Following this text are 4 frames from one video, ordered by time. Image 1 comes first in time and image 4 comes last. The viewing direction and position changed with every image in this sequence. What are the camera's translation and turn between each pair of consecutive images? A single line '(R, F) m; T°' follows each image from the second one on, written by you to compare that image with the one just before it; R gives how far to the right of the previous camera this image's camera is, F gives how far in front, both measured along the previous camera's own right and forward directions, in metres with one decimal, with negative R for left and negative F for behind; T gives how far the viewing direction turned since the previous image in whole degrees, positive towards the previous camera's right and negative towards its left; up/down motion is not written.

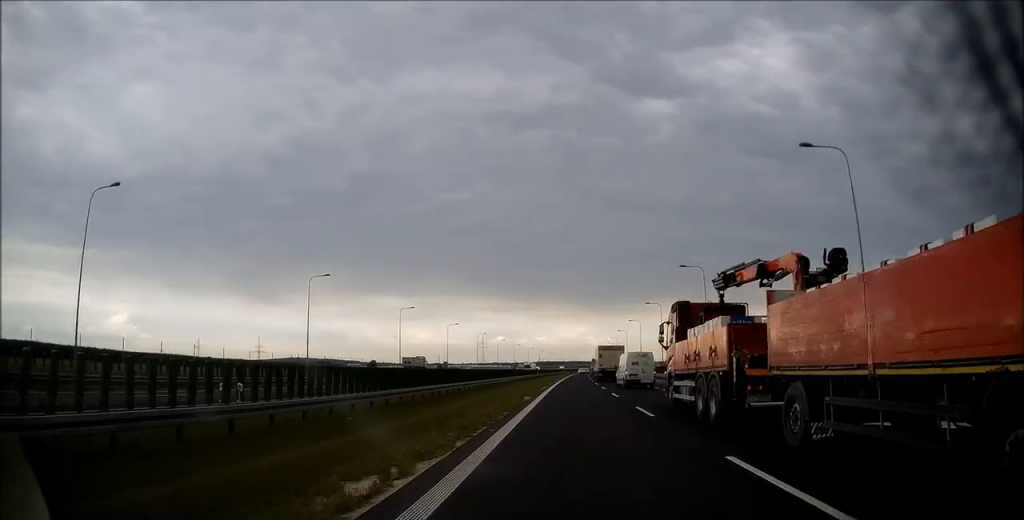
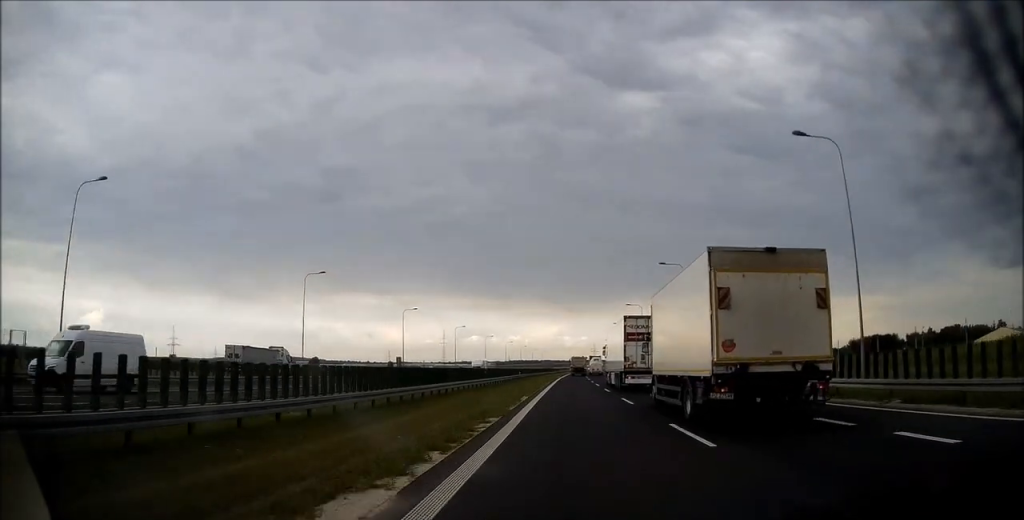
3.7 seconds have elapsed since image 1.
(+2.5, +126.9) m; +2°
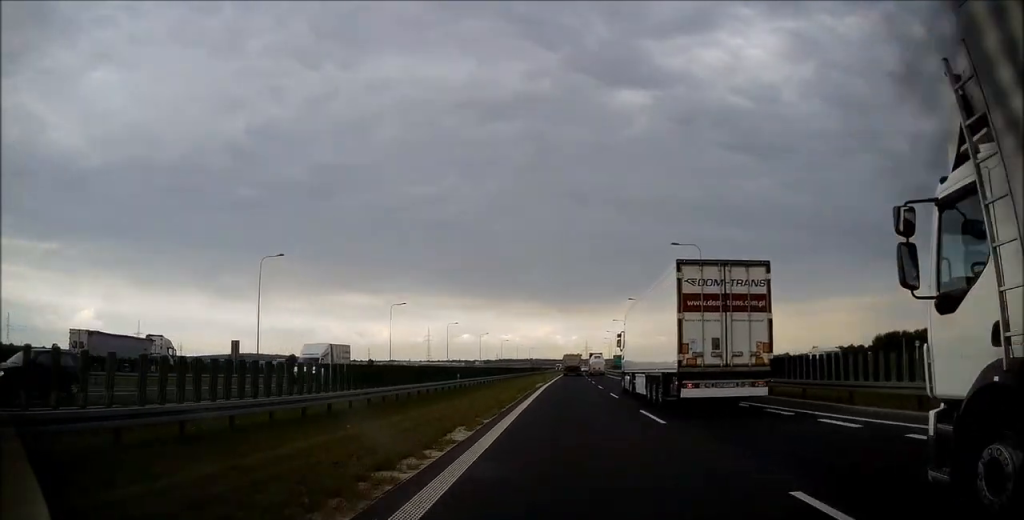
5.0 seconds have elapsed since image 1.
(+0.2, +44.3) m; +1°
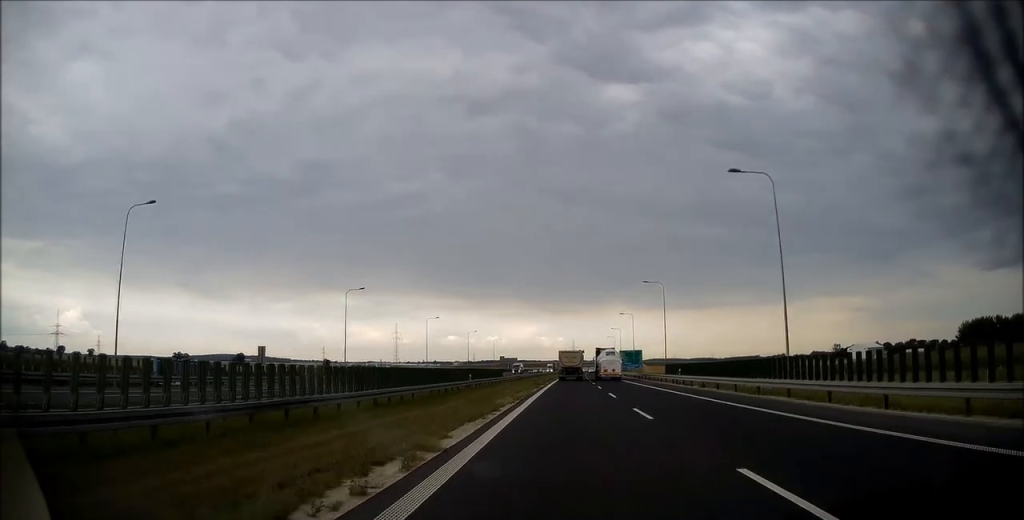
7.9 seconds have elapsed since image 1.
(+1.3, +95.2) m; +2°
